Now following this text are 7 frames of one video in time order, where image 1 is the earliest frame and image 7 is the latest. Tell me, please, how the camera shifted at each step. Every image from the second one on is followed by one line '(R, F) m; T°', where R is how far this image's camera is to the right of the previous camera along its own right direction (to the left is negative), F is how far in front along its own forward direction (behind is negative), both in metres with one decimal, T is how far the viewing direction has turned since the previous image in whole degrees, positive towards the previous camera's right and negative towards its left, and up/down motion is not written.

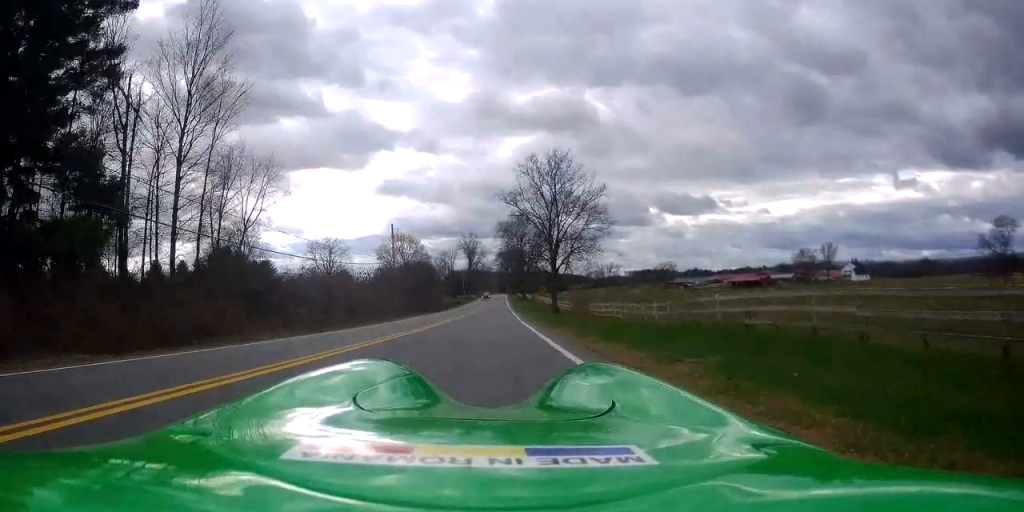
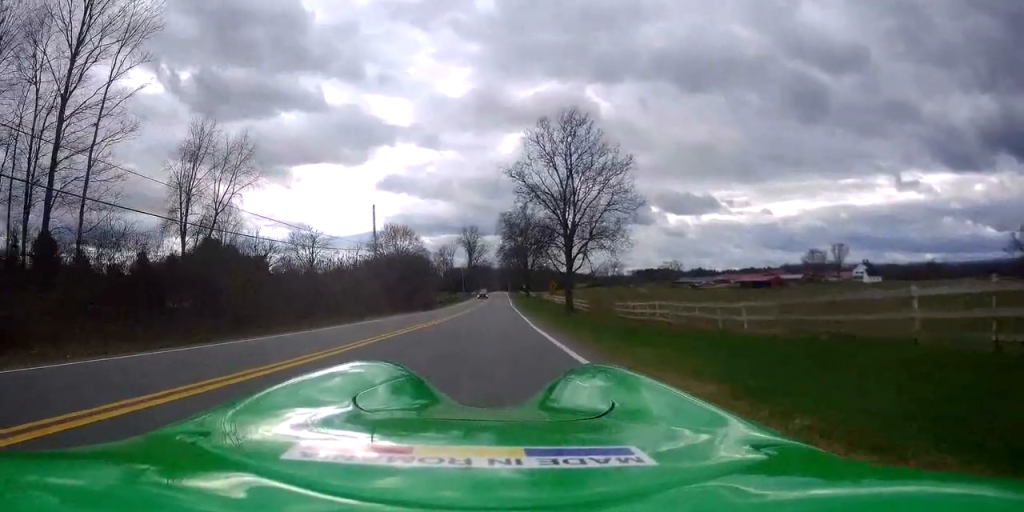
(+0.2, +11.4) m; +1°
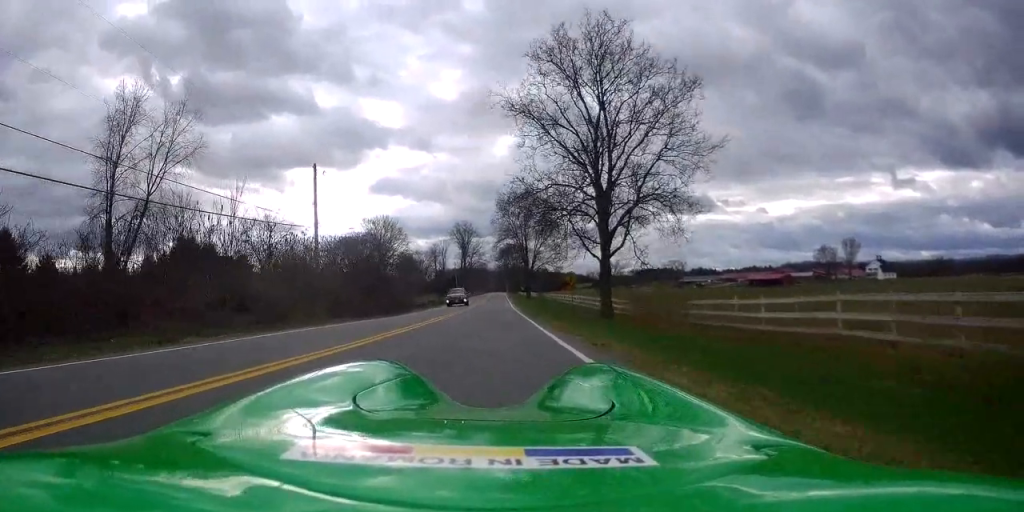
(+0.4, +18.2) m; -2°
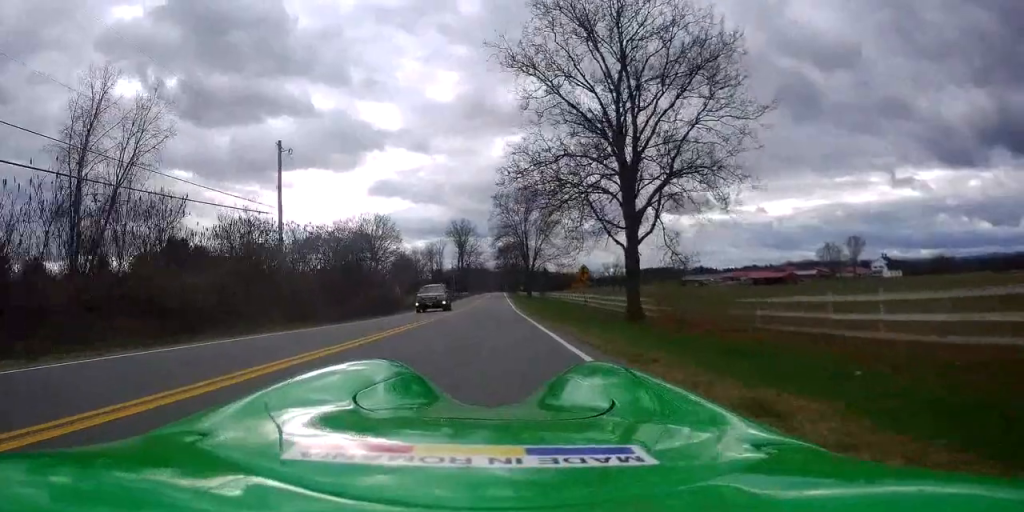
(-0.8, +6.3) m; -1°
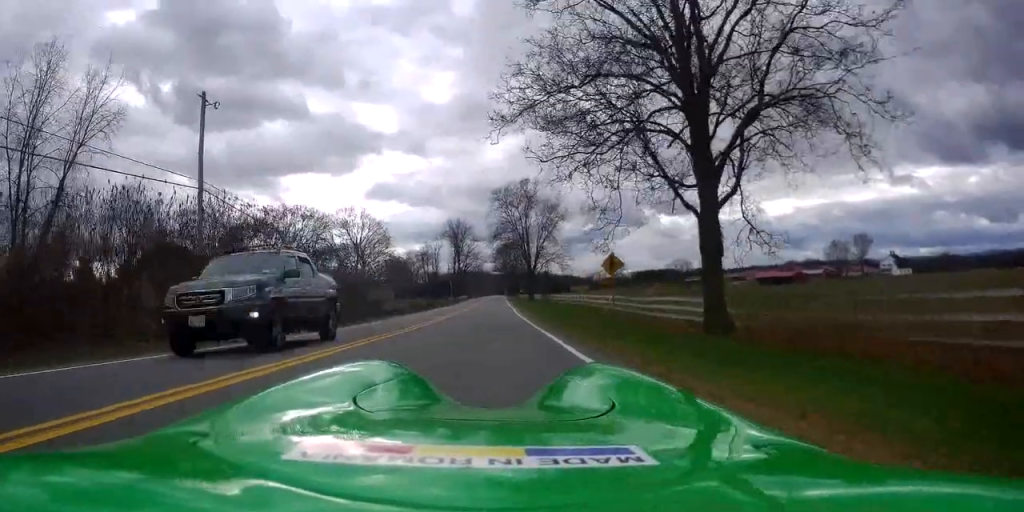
(+0.9, +9.3) m; +6°
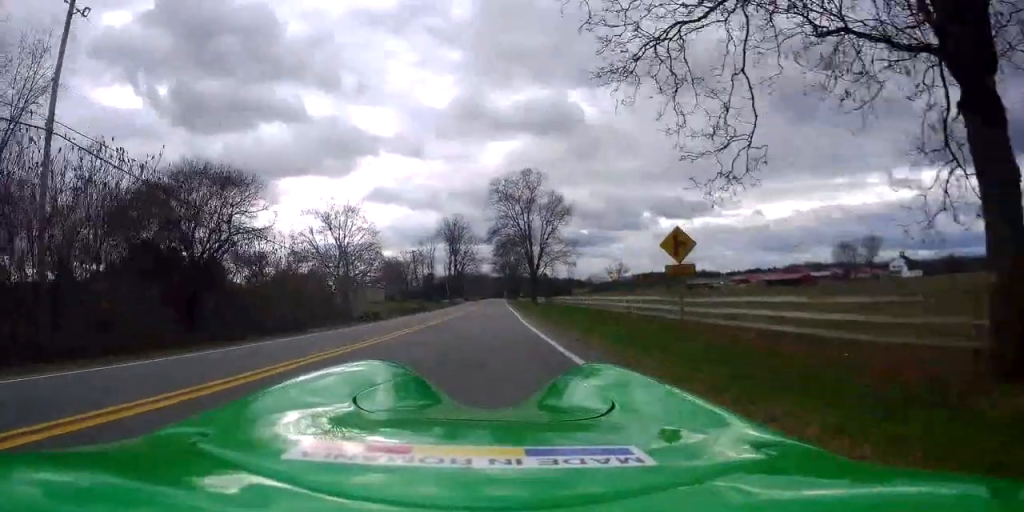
(0.0, +10.0) m; -1°
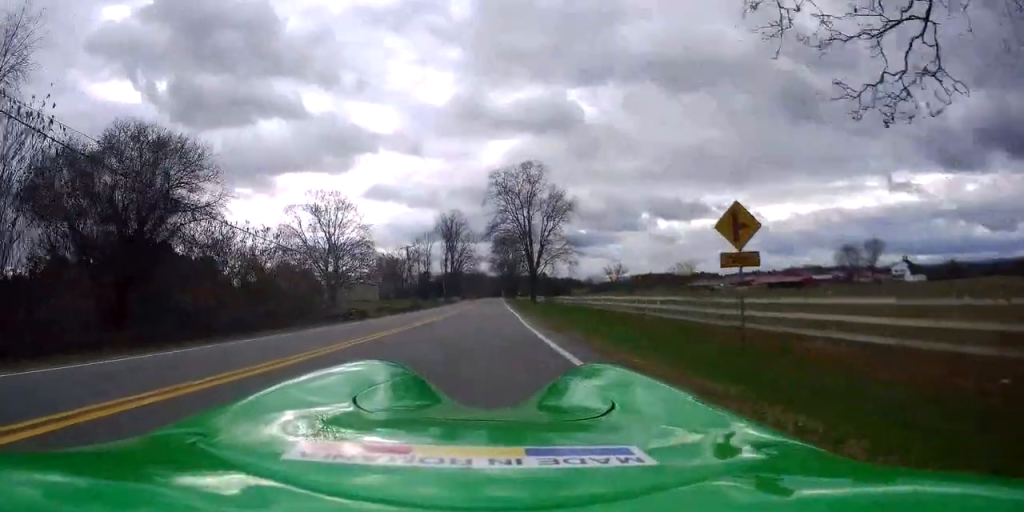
(-0.1, +4.3) m; -1°
